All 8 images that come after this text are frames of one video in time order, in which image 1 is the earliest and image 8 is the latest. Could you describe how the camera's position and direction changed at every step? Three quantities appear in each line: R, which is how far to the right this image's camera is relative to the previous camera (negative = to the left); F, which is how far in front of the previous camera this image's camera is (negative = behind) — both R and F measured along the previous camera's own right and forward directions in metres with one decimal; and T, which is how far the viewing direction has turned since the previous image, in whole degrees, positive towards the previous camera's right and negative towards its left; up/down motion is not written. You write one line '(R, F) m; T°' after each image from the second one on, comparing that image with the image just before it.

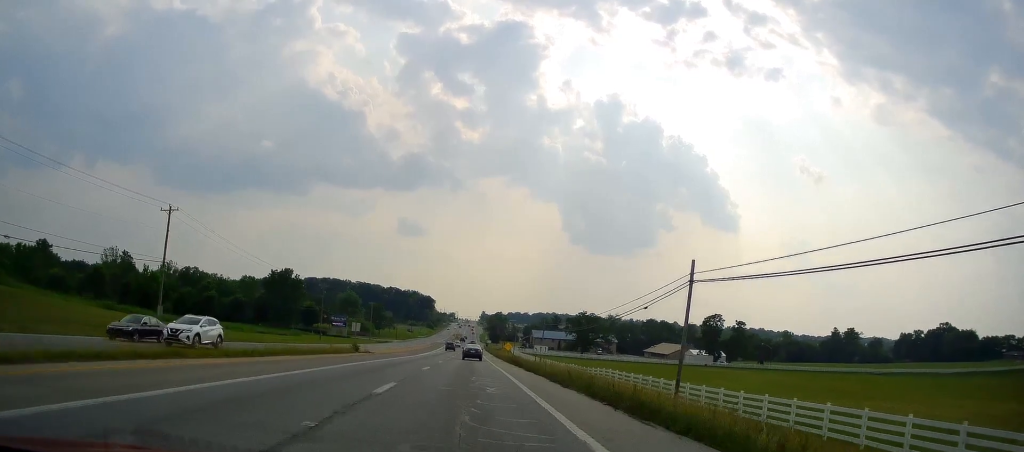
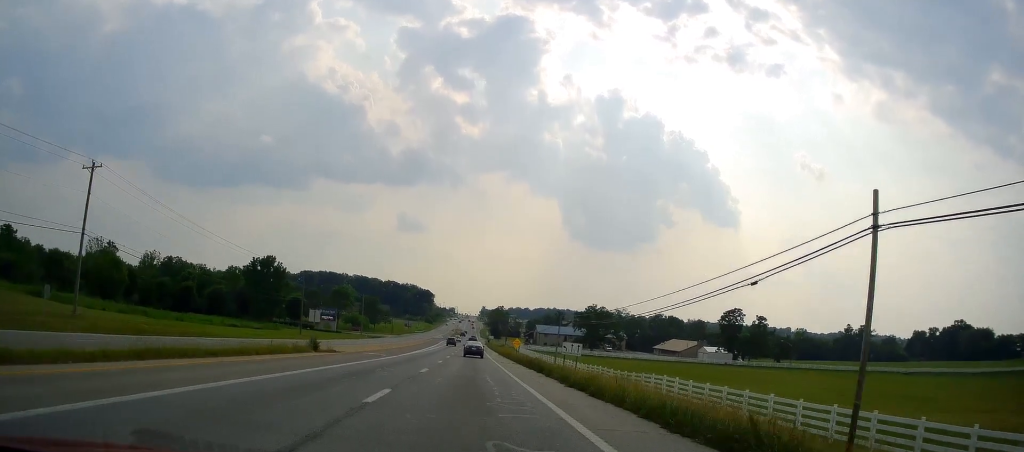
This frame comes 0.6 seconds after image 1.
(+0.1, +15.1) m; 0°
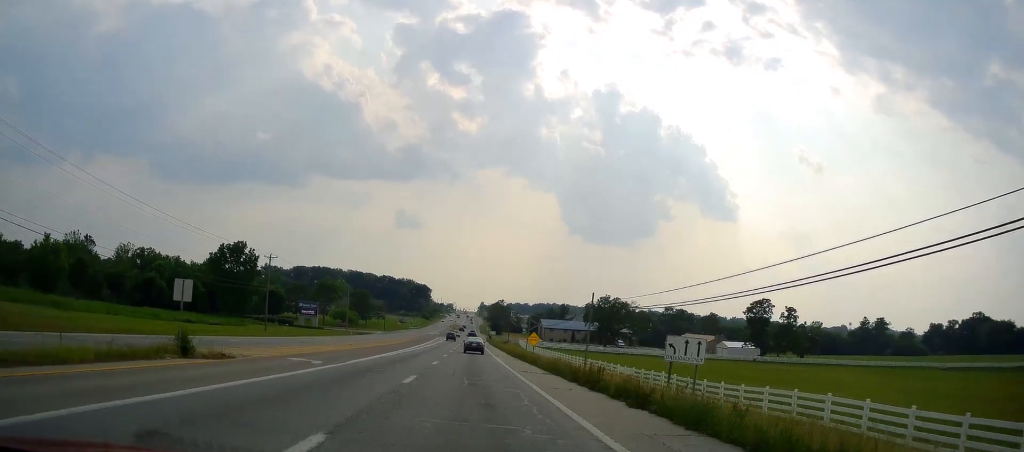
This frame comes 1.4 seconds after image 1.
(-0.1, +19.1) m; 0°
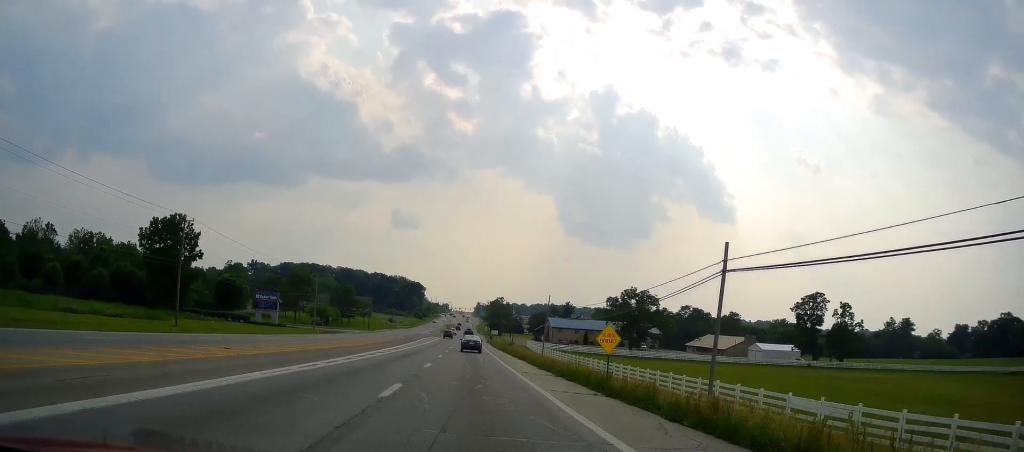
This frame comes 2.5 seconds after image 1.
(+0.2, +28.9) m; +1°
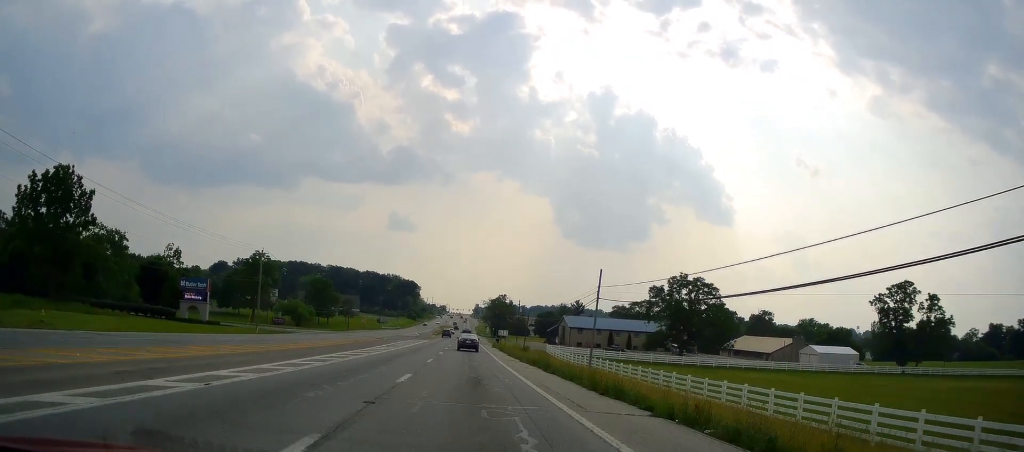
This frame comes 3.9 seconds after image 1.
(+0.1, +32.7) m; -1°
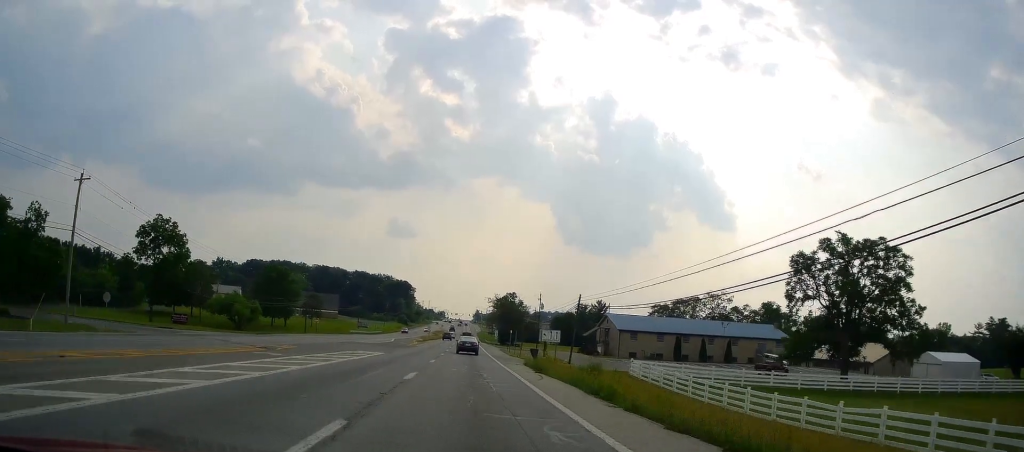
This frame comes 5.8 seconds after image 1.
(-0.4, +47.2) m; 0°
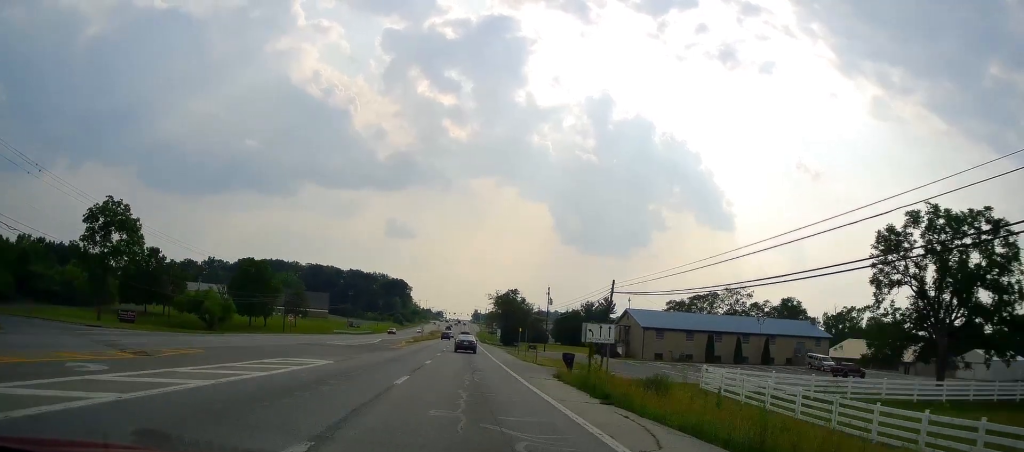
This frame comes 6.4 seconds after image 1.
(+0.5, +14.7) m; 0°
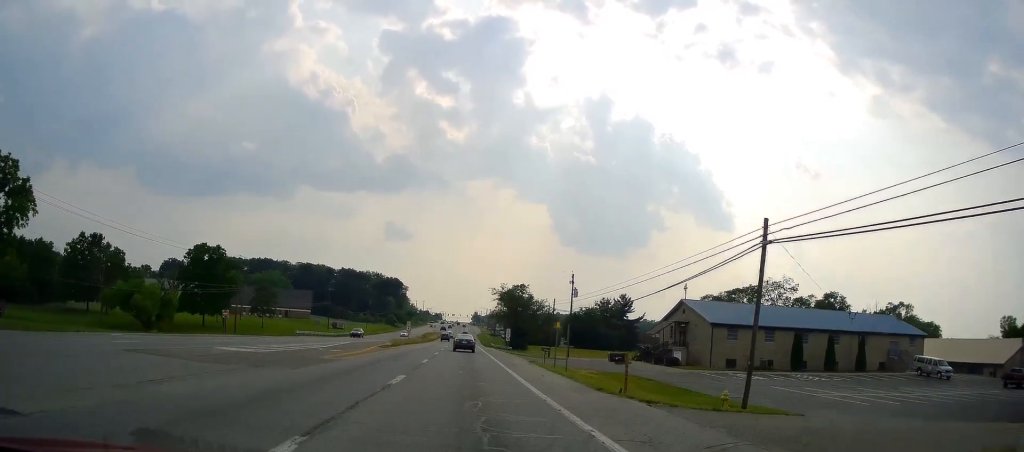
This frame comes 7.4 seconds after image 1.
(-0.7, +25.0) m; 0°
